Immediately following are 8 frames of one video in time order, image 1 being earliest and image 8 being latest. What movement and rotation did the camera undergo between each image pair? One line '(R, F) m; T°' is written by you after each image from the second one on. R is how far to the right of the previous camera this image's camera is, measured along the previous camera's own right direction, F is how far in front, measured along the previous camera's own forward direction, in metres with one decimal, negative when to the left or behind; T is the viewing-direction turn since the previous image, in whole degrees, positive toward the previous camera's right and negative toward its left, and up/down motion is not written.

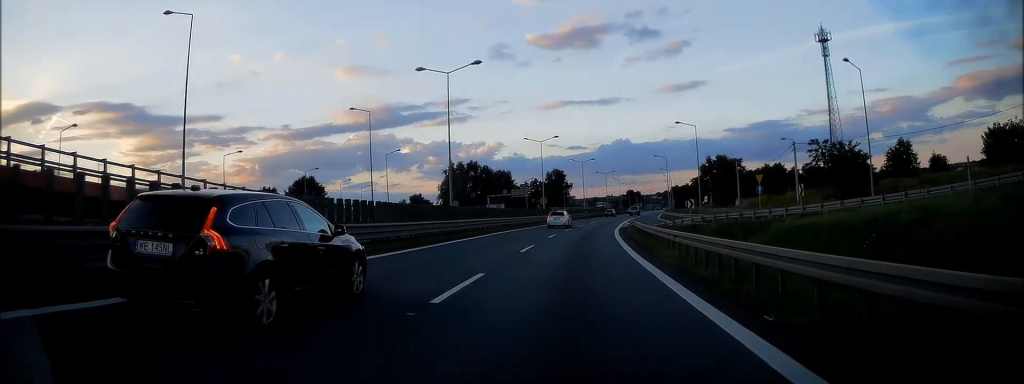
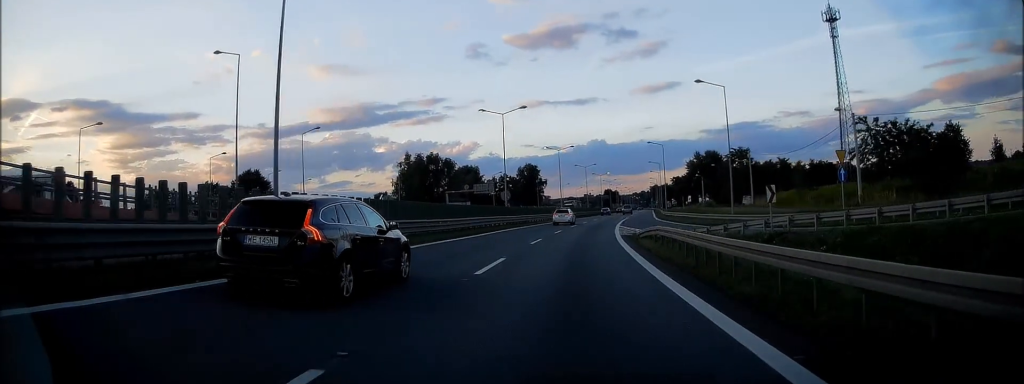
(+0.5, +20.1) m; +2°
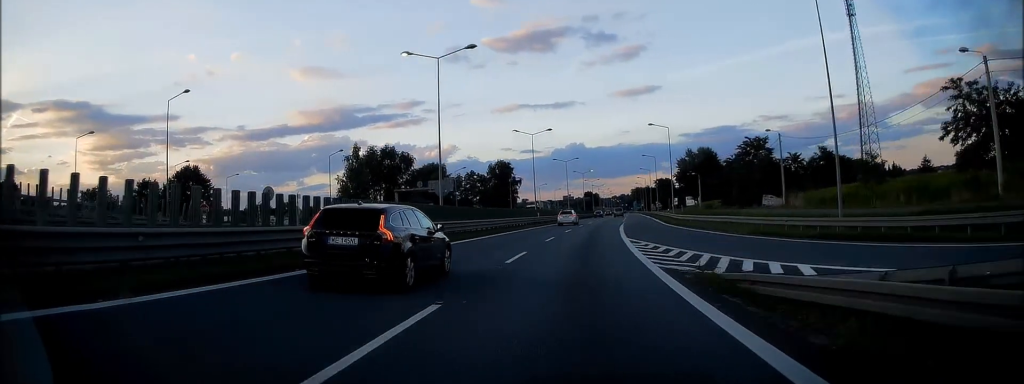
(+0.4, +20.2) m; +3°
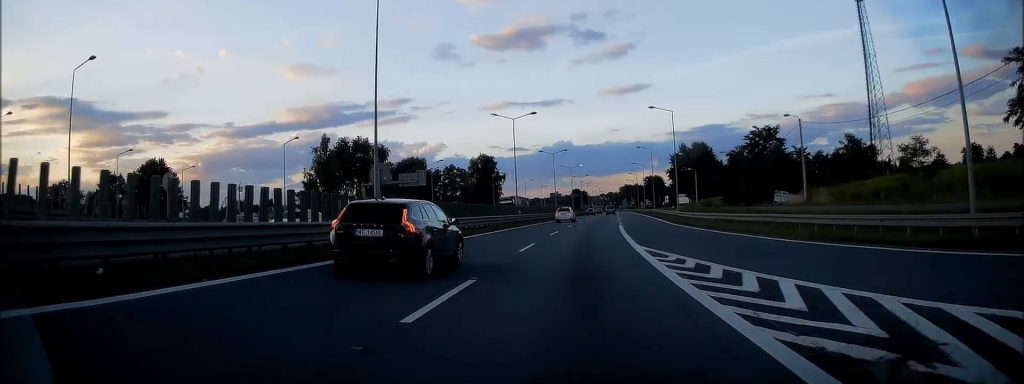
(+0.1, +9.4) m; +1°
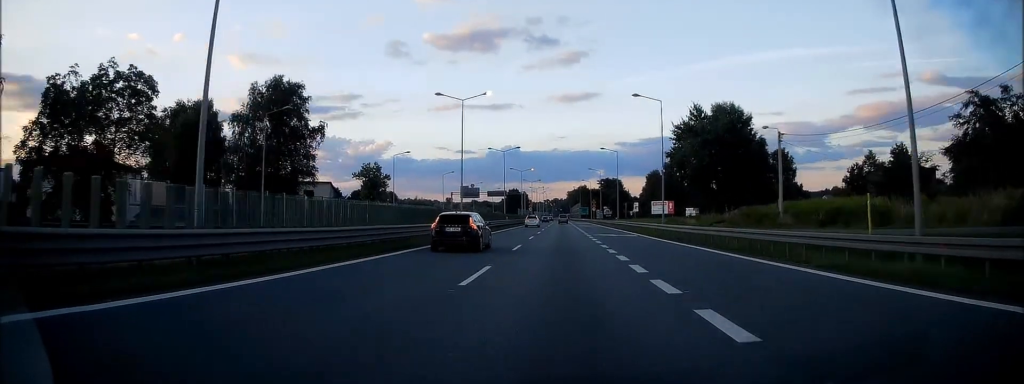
(+4.9, +79.4) m; +5°
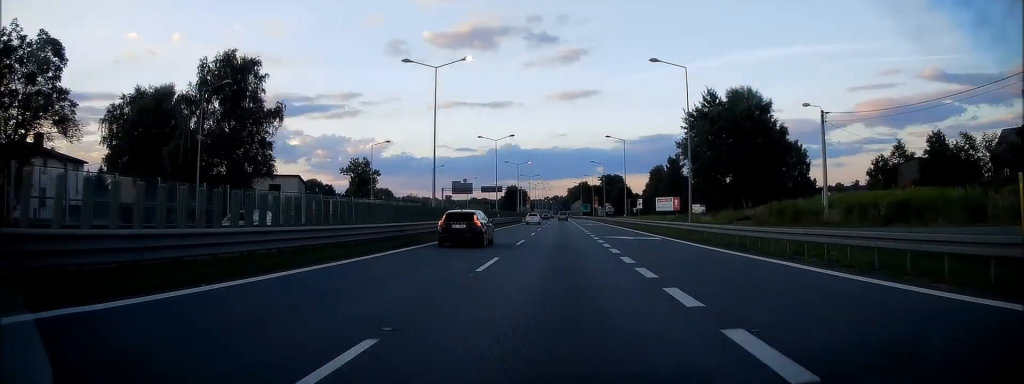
(+0.1, +9.5) m; 0°
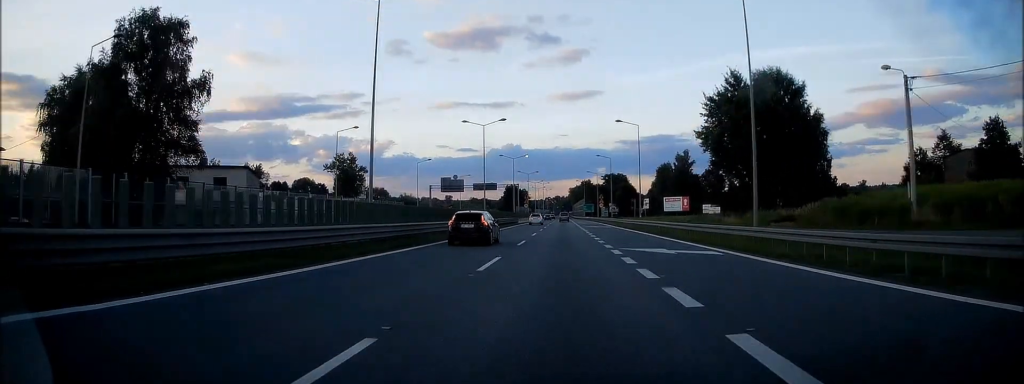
(0.0, +11.9) m; 0°
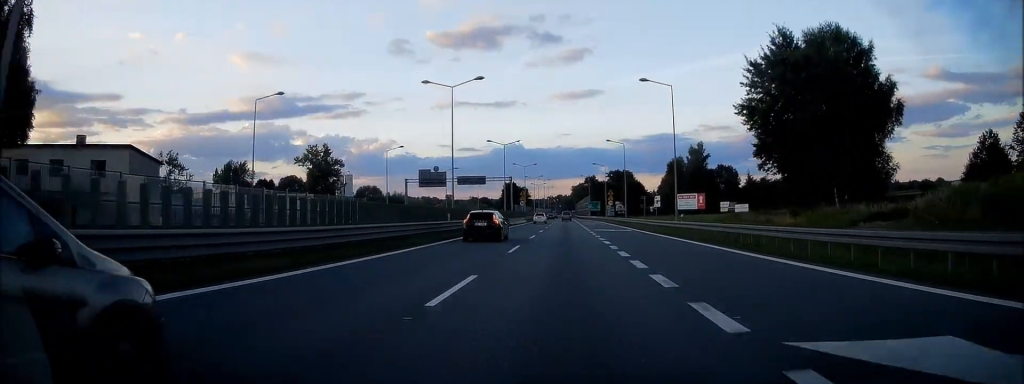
(0.0, +17.5) m; 0°
